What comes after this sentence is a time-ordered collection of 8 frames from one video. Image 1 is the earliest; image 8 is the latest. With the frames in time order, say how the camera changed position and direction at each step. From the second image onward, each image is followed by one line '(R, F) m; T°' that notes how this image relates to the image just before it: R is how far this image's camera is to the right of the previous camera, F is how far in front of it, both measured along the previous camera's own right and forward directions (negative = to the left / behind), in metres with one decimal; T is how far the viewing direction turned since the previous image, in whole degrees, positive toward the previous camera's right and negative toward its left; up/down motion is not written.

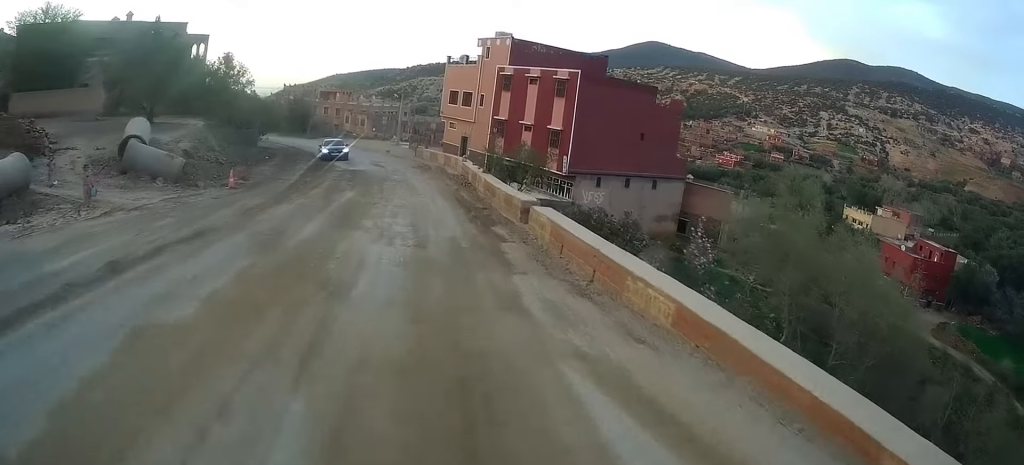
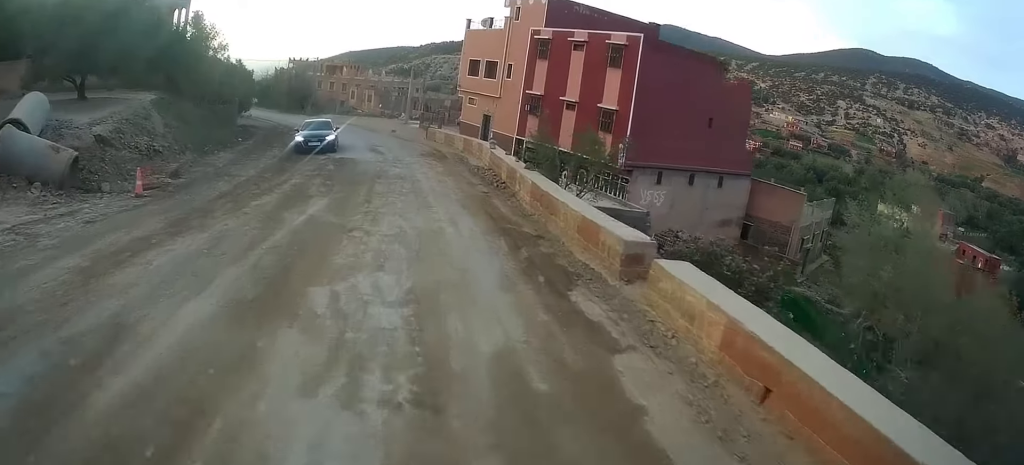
(0.0, +8.7) m; -1°
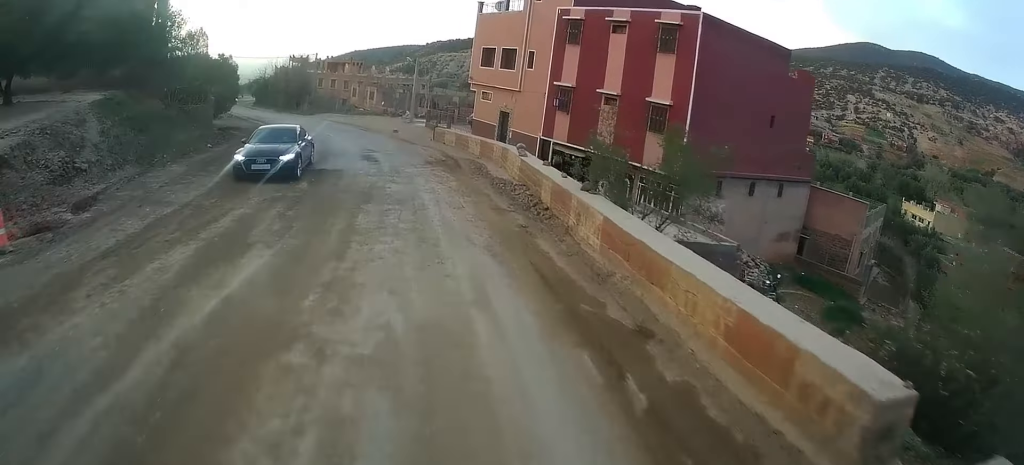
(+0.1, +6.2) m; -3°
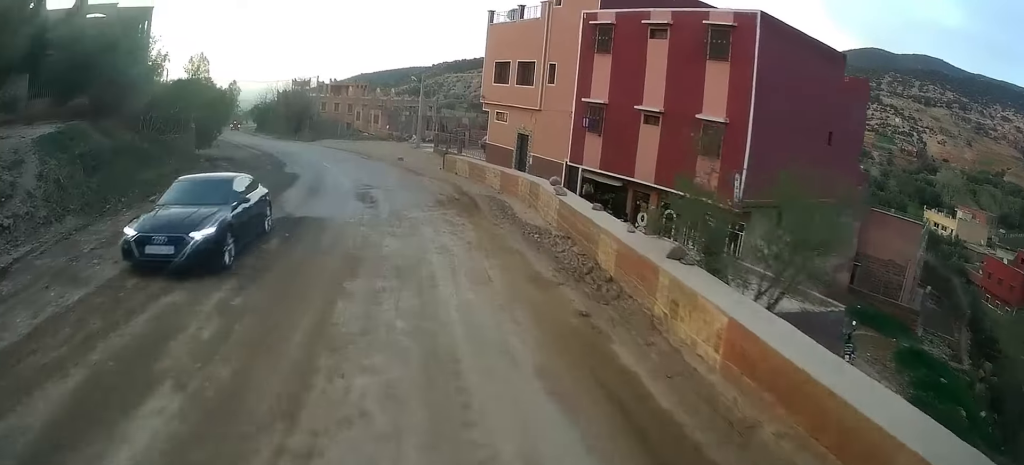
(-0.2, +4.5) m; -2°
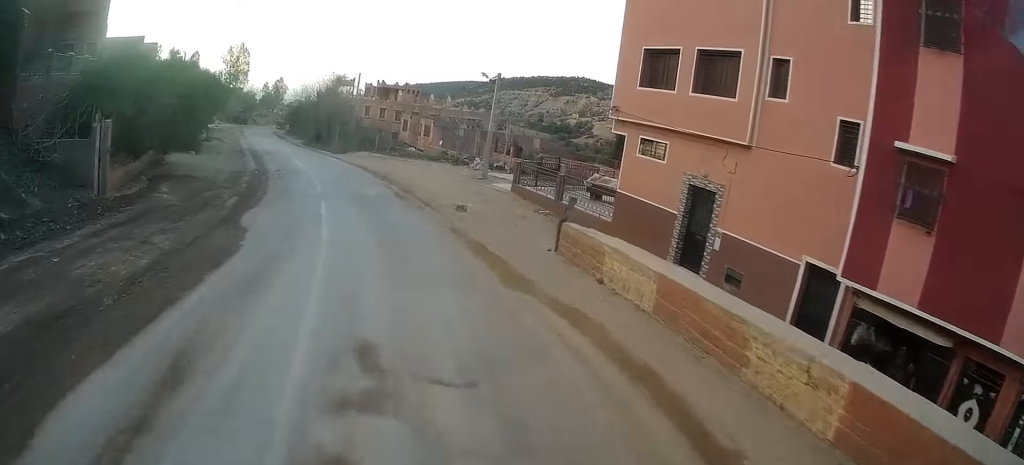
(-0.6, +16.1) m; -6°
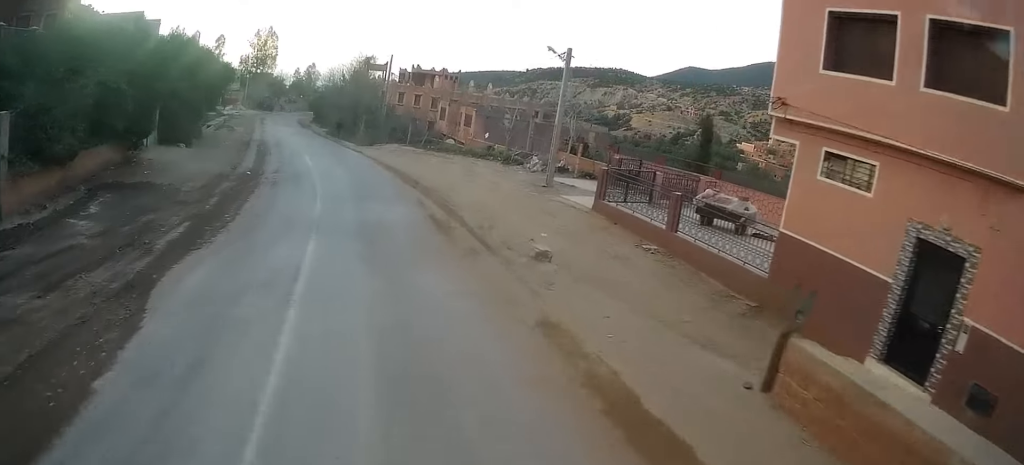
(-0.7, +7.8) m; -4°
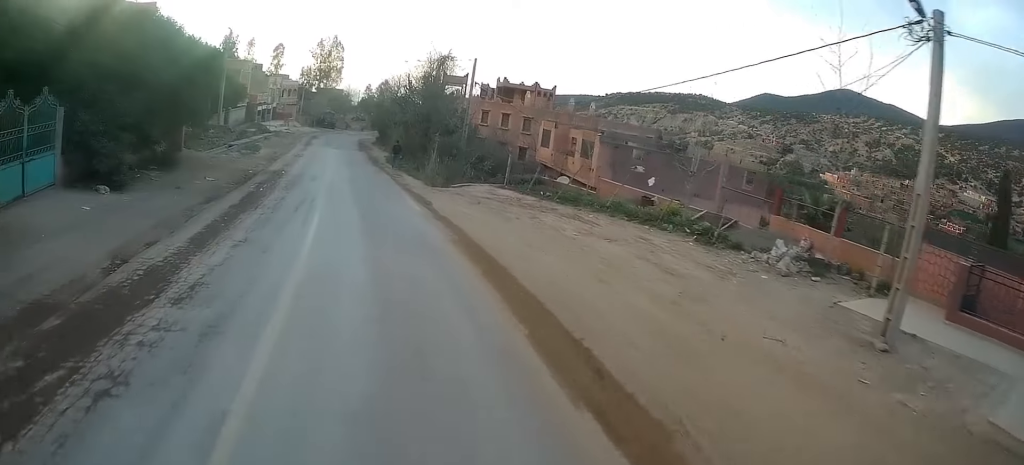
(-0.9, +15.6) m; -10°
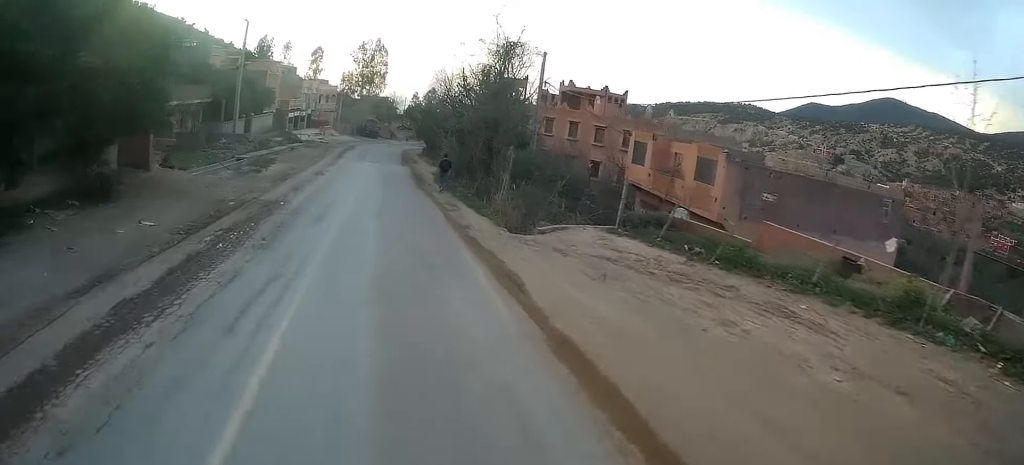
(-0.8, +9.4) m; -4°
